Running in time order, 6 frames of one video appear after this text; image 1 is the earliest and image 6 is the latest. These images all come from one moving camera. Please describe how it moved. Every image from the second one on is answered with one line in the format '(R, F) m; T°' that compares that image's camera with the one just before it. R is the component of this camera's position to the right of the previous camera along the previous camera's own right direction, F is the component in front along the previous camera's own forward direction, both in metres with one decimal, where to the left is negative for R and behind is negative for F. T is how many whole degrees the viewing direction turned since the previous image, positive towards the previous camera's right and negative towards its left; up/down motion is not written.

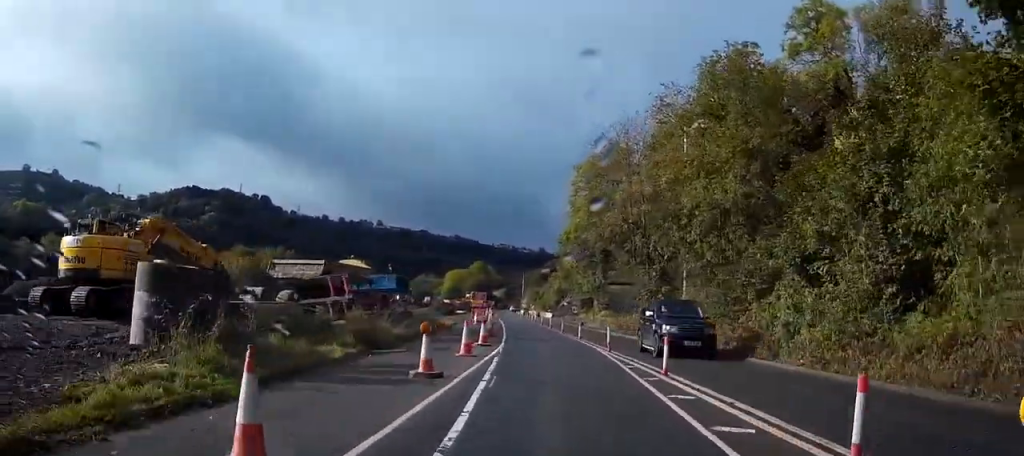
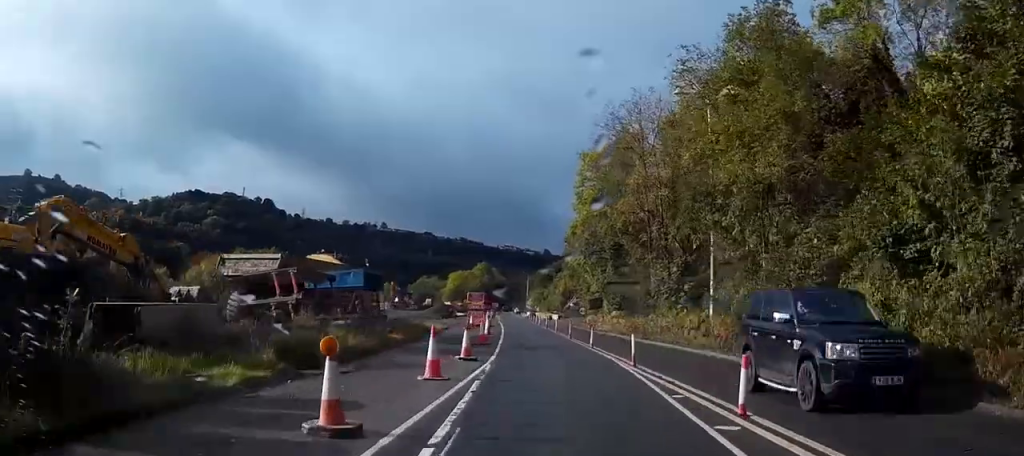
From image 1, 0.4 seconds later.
(0.0, +6.1) m; +1°
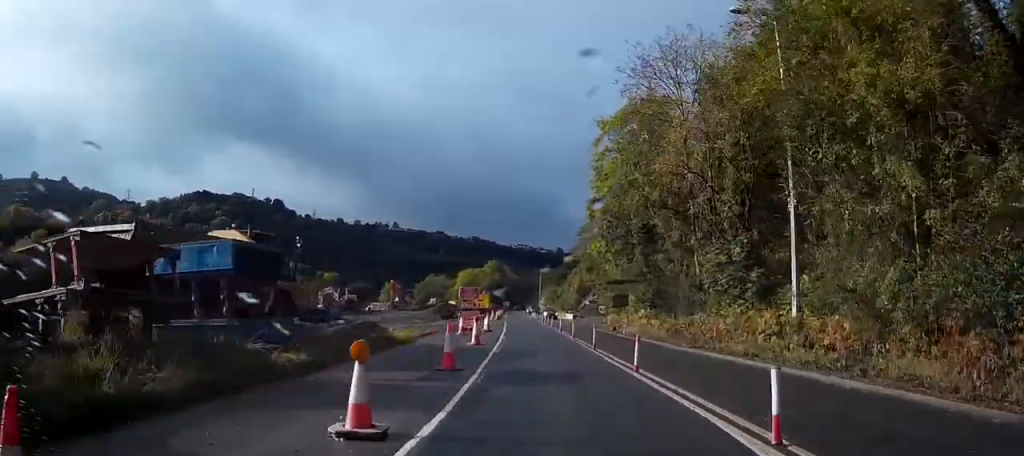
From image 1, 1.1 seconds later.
(+0.1, +11.3) m; 0°
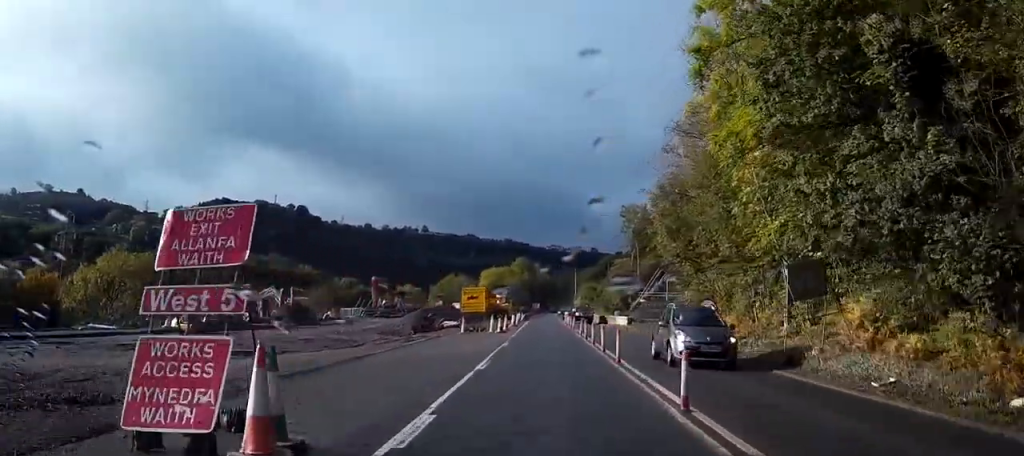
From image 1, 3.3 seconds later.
(-0.8, +34.2) m; -3°
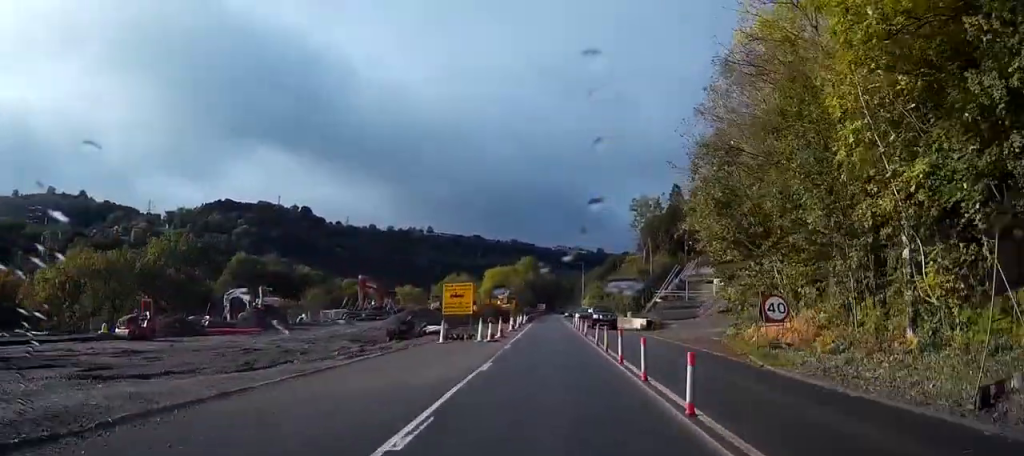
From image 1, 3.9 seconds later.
(-0.1, +9.4) m; -1°
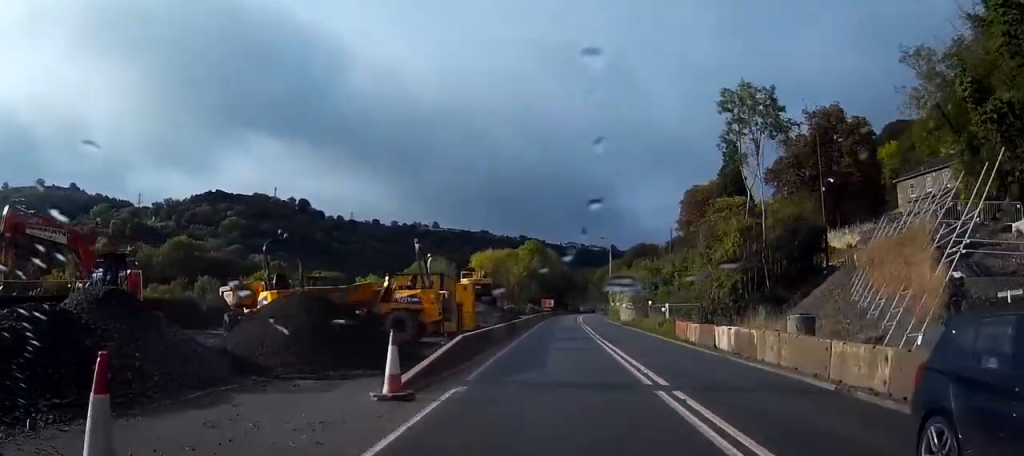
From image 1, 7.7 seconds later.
(-1.7, +59.8) m; -3°
